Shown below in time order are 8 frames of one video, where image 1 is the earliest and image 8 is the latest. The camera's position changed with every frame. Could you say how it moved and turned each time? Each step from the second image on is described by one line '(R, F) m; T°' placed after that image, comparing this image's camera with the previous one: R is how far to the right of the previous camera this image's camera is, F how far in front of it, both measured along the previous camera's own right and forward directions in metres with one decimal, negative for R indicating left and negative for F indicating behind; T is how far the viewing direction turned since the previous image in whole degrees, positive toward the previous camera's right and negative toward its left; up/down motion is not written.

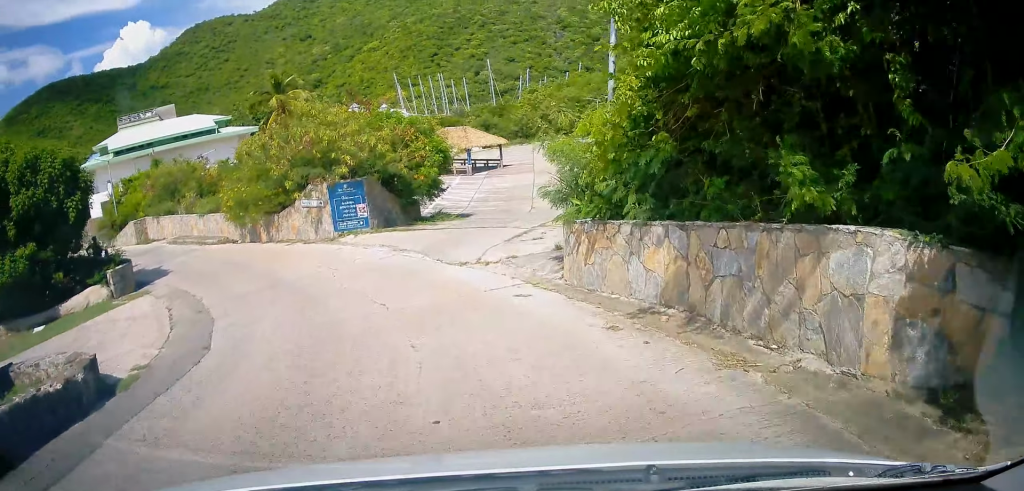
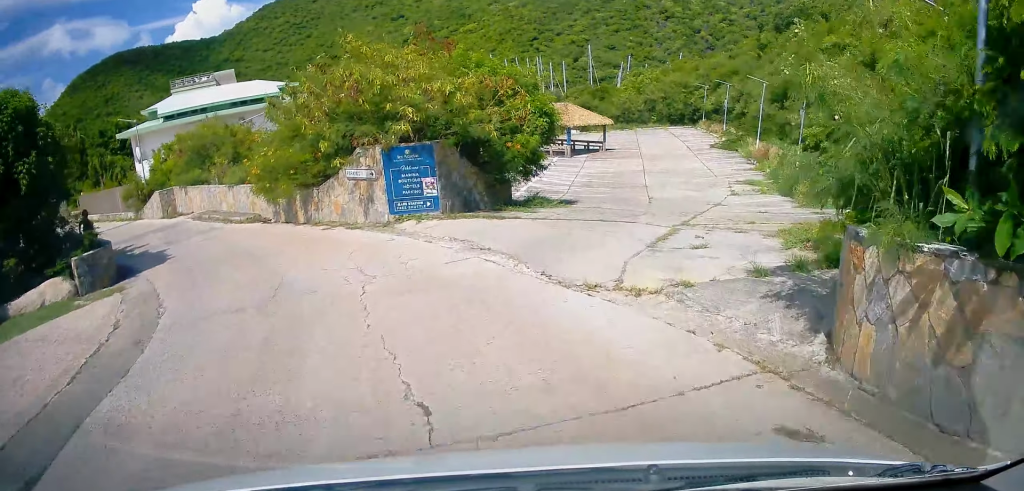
(-0.3, +5.2) m; -8°
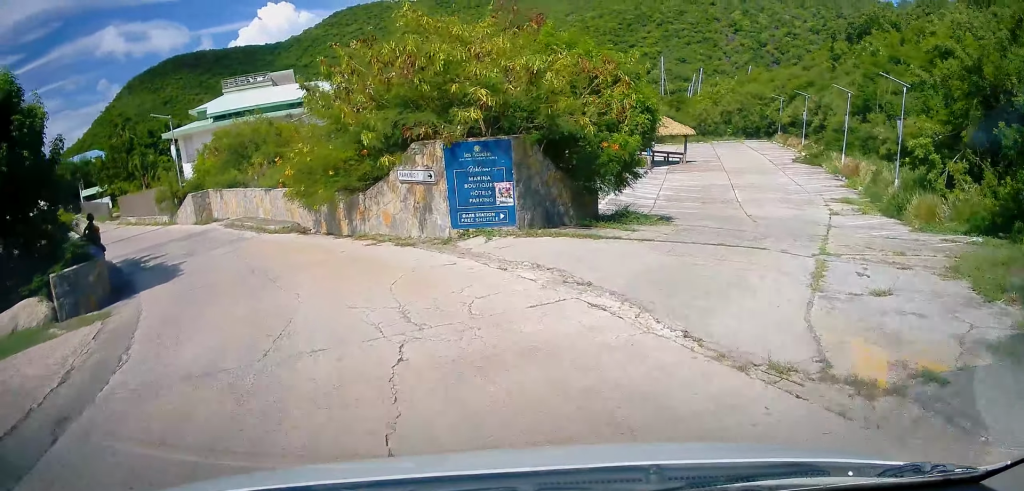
(-0.1, +3.1) m; -6°
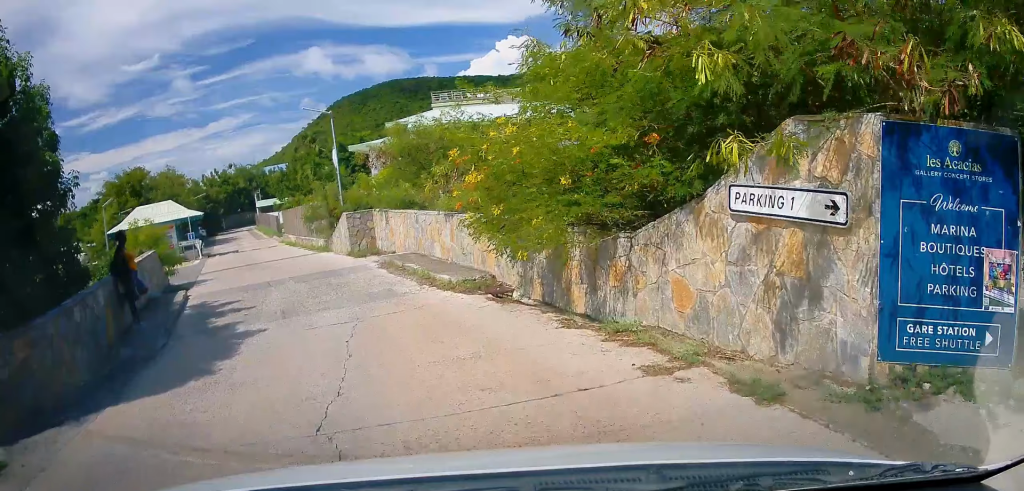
(-1.1, +7.3) m; -16°
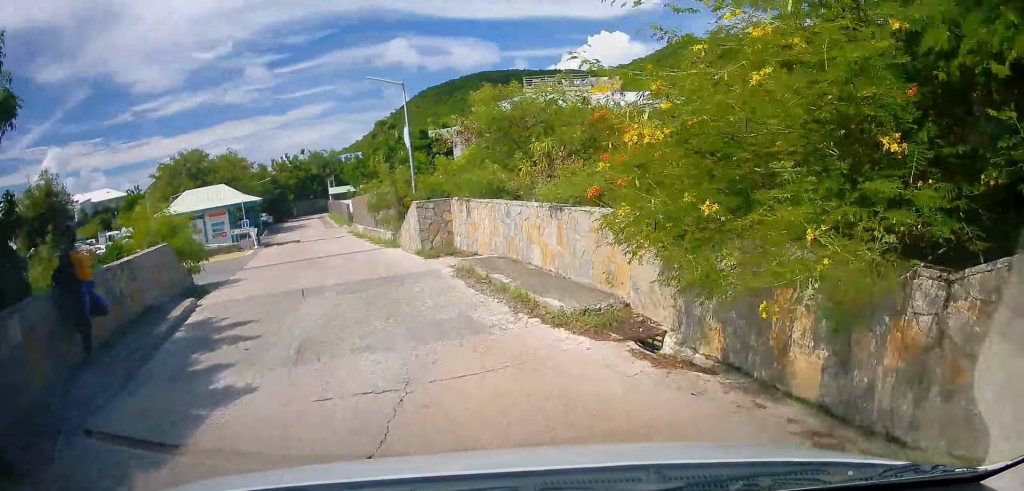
(-0.2, +3.3) m; -6°
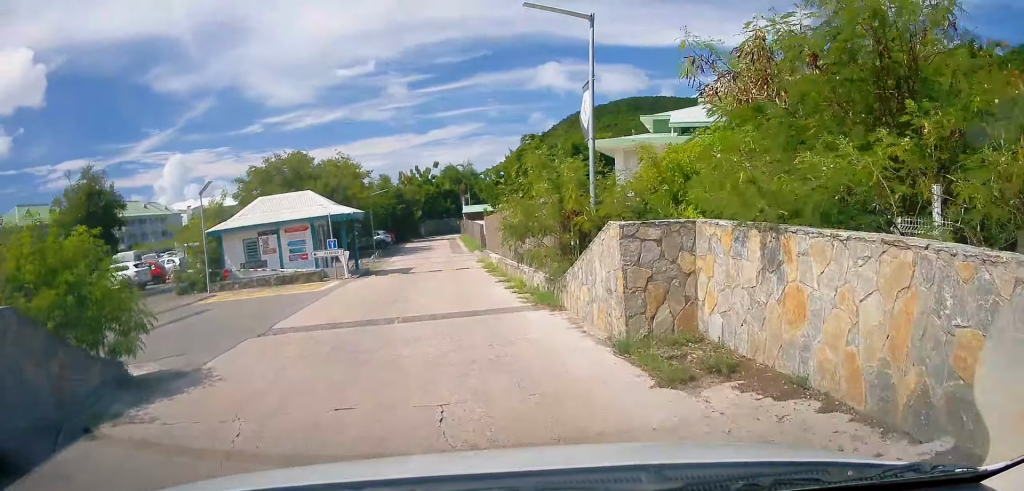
(-0.9, +7.8) m; -13°
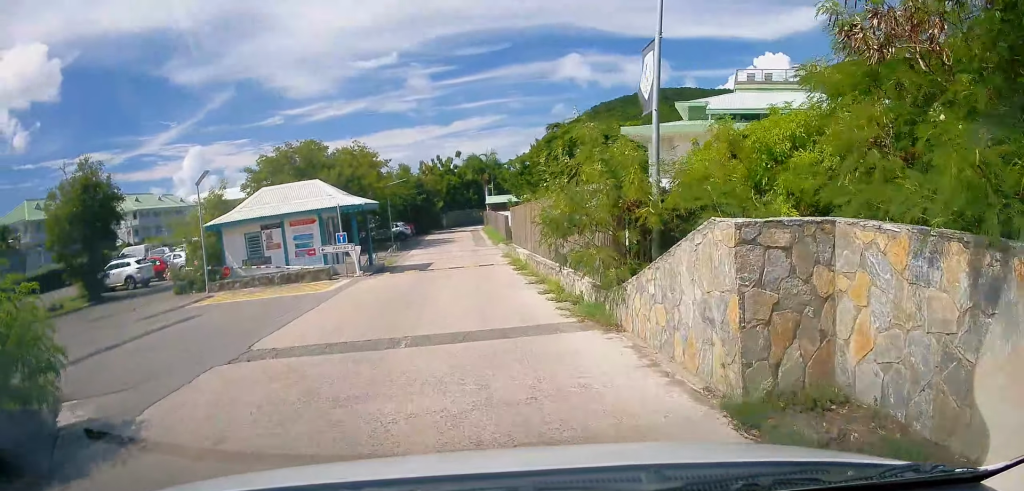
(0.0, +2.2) m; -4°
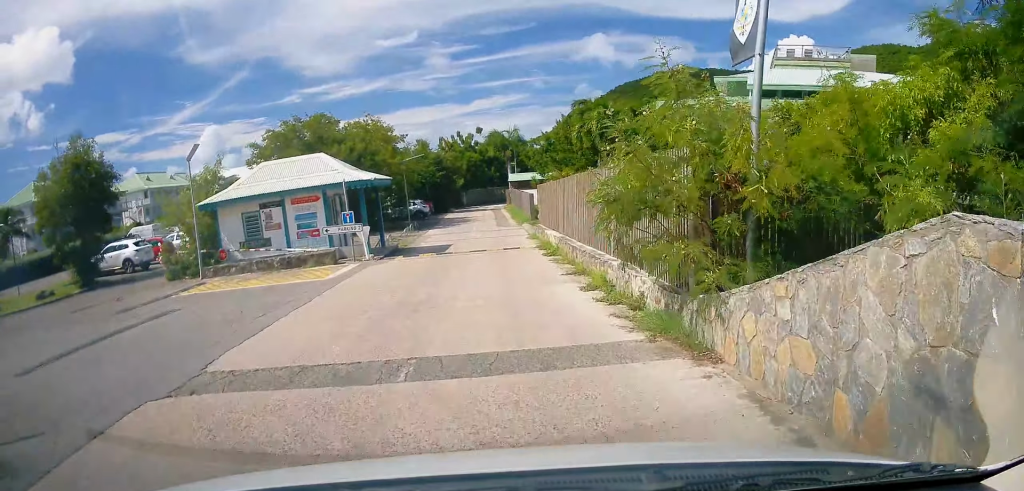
(-0.1, +2.3) m; -4°
